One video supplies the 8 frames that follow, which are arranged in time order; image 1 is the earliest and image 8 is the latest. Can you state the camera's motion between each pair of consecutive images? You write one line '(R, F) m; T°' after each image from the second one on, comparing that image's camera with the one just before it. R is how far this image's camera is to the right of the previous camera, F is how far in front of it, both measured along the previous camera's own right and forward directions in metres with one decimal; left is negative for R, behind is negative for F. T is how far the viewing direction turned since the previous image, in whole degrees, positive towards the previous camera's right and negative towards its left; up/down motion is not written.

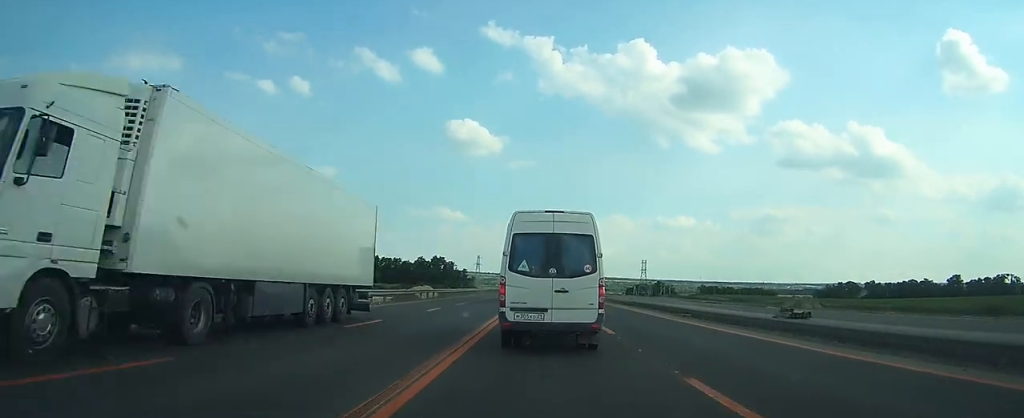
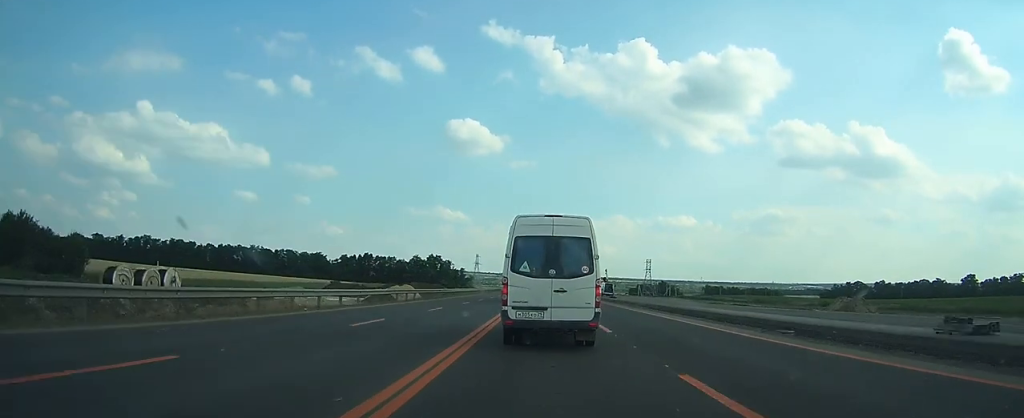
(+0.1, +11.7) m; 0°
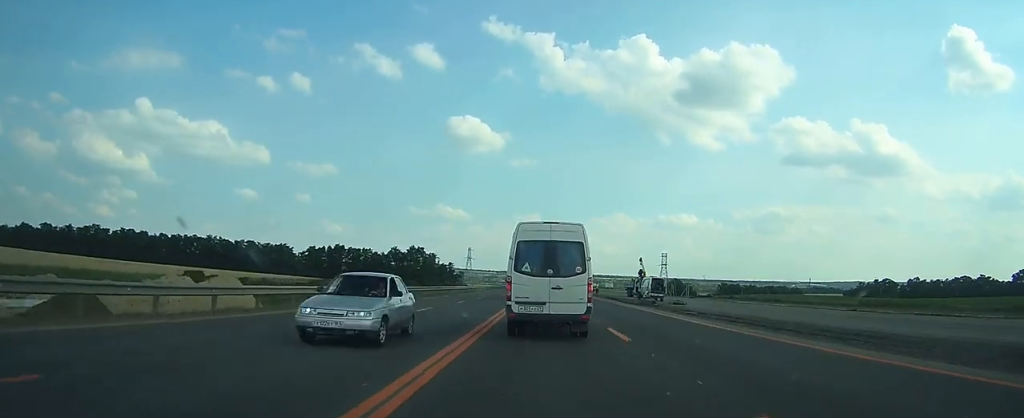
(0.0, +38.7) m; 0°
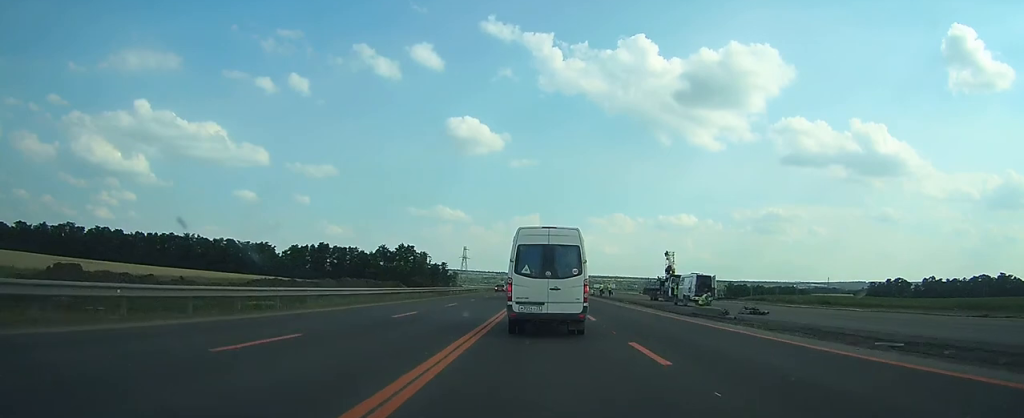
(0.0, +16.2) m; 0°
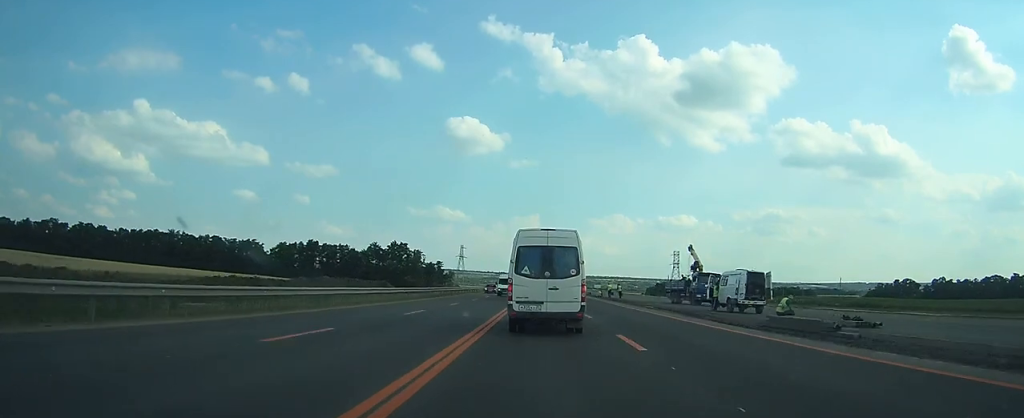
(0.0, +10.0) m; 0°
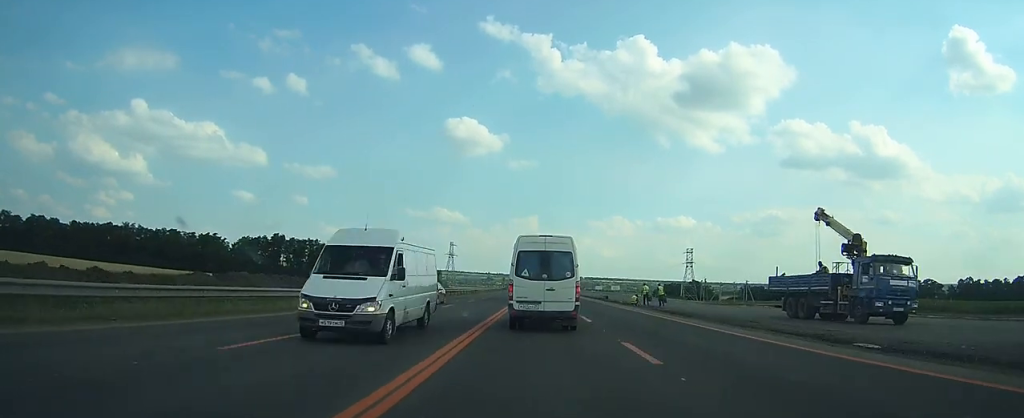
(0.0, +25.5) m; 0°
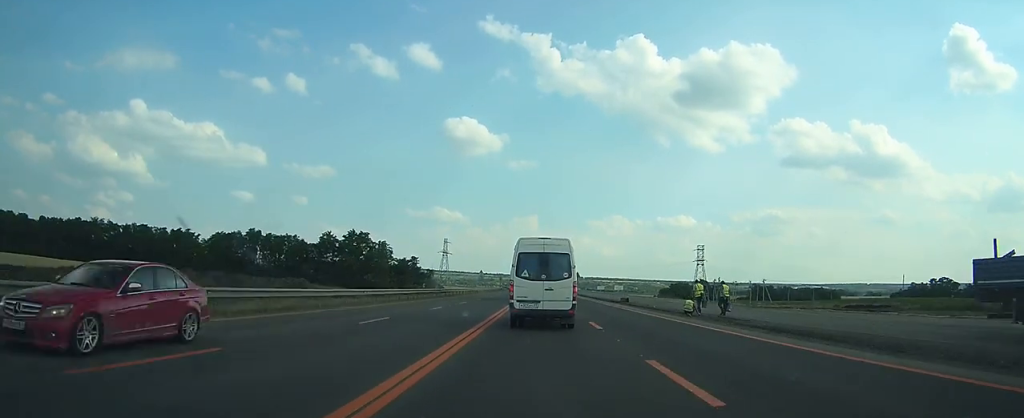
(0.0, +15.4) m; 0°
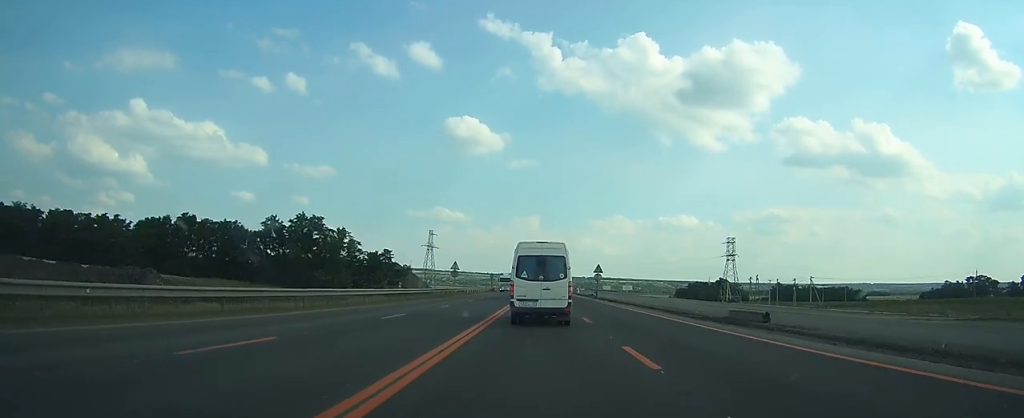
(+0.2, +32.6) m; 0°
